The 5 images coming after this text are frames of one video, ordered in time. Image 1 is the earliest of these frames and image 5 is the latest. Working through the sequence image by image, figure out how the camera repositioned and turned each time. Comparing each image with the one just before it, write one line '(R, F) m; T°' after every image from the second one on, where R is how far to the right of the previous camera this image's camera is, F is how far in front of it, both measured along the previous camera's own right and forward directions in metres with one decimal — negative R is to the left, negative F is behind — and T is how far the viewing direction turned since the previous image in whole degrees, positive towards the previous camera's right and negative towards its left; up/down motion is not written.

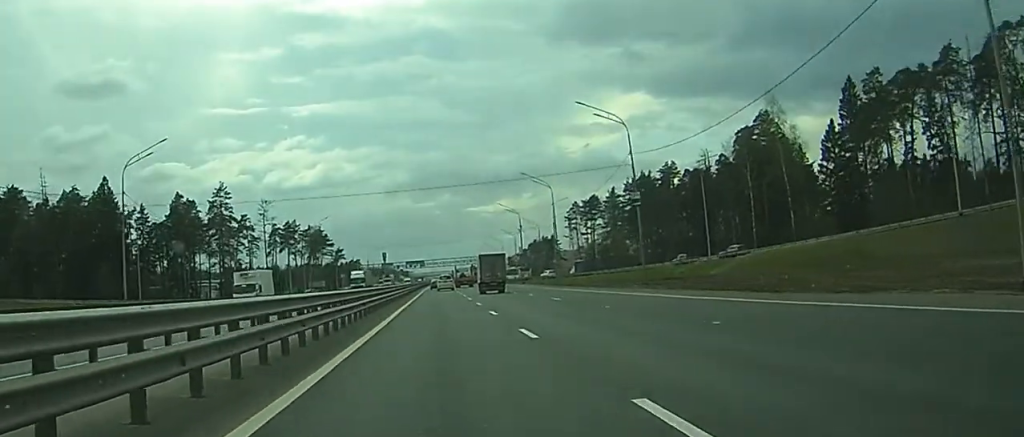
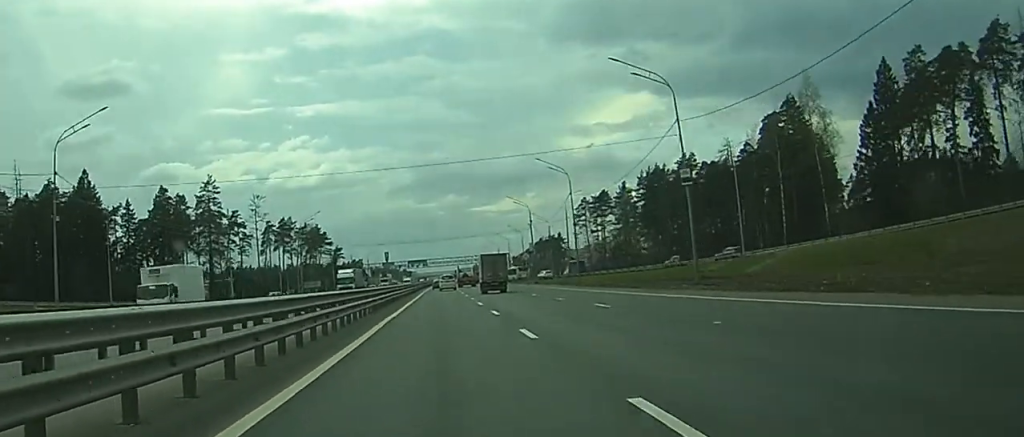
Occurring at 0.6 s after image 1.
(0.0, +12.3) m; 0°
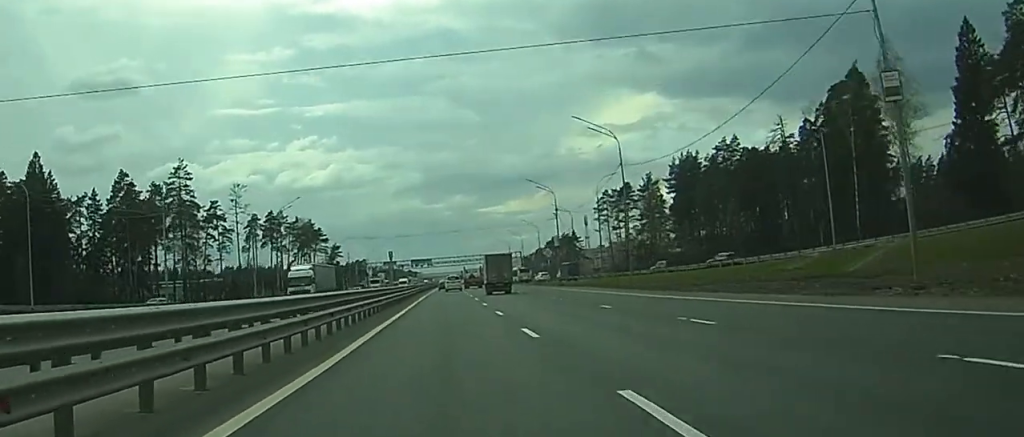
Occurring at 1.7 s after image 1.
(+0.2, +23.7) m; +1°
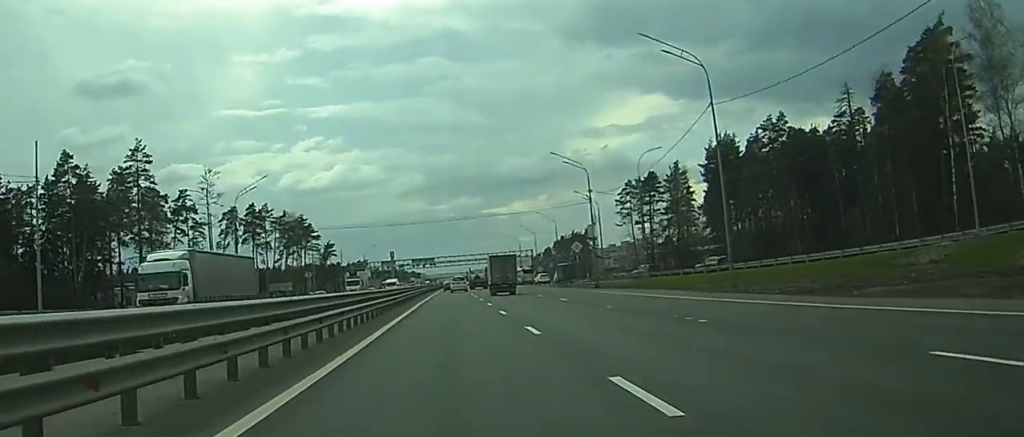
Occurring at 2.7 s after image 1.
(+0.1, +22.7) m; 0°
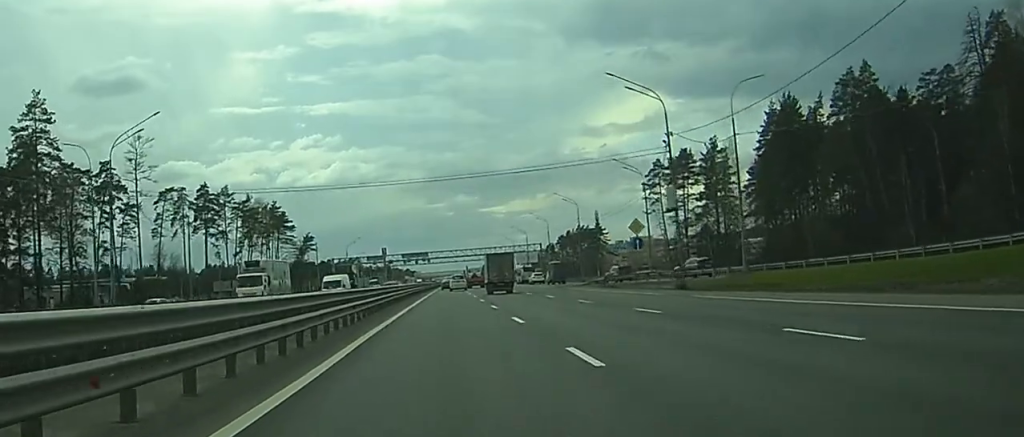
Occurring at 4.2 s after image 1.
(-0.1, +31.9) m; 0°
